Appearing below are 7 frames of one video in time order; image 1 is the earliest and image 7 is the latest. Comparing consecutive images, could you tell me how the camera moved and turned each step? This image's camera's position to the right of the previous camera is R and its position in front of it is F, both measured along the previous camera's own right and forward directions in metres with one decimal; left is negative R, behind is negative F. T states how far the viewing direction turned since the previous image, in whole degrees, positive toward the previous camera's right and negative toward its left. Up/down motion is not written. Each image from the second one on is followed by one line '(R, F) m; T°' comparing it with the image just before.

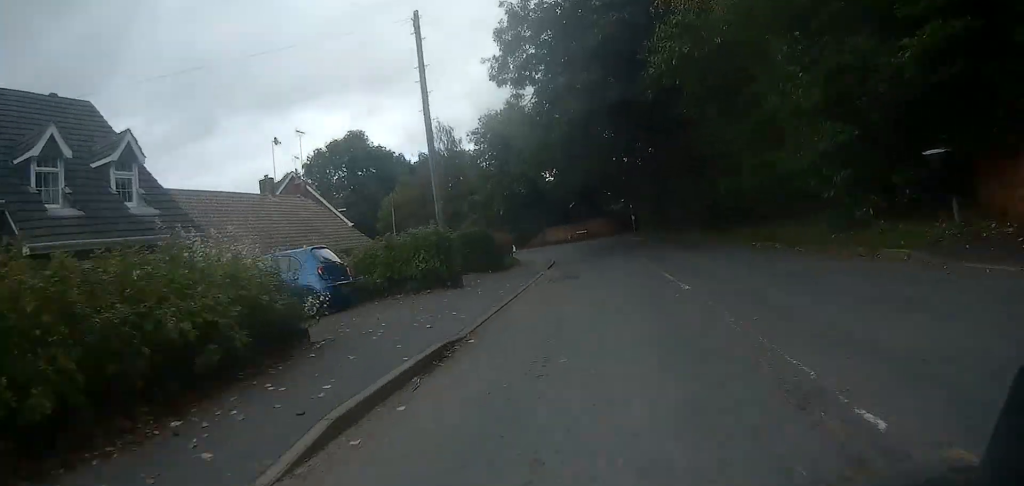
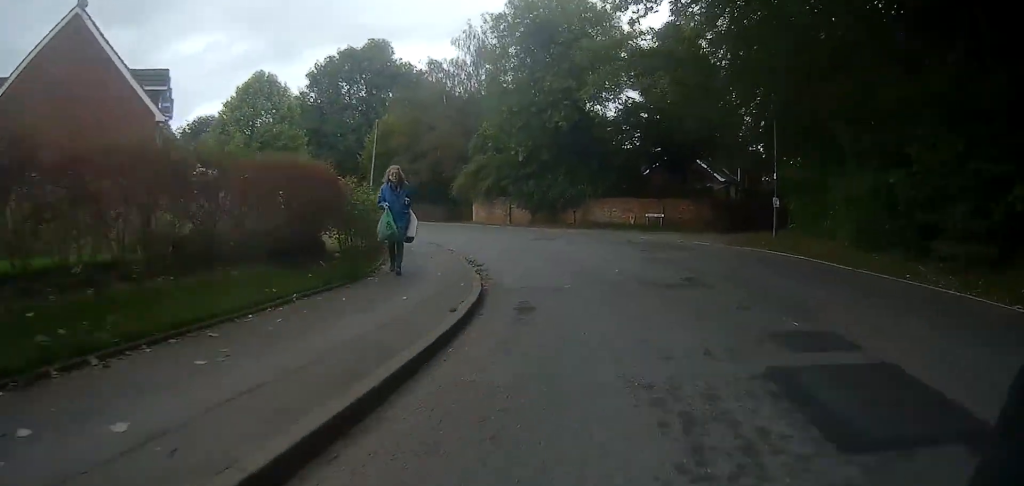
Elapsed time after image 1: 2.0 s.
(-2.2, +26.0) m; -11°
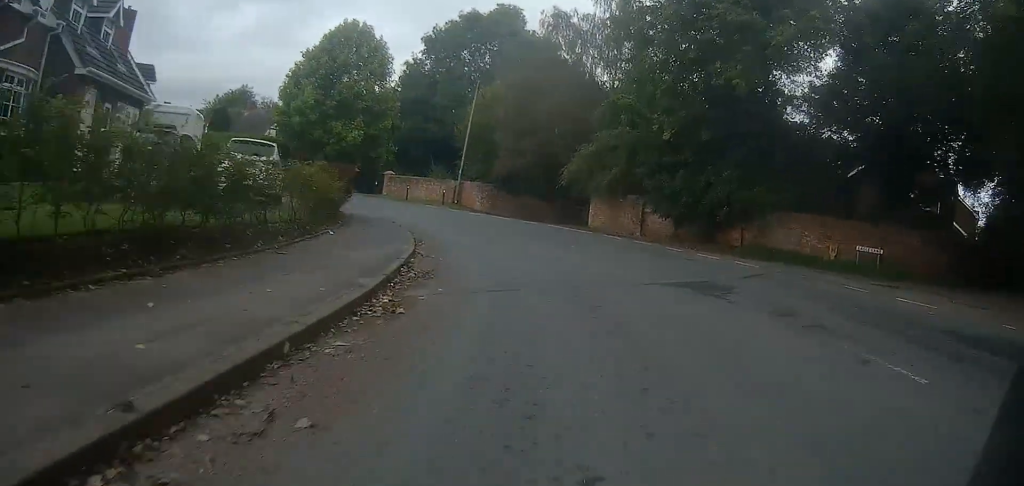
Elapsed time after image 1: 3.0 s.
(-1.0, +12.9) m; -11°
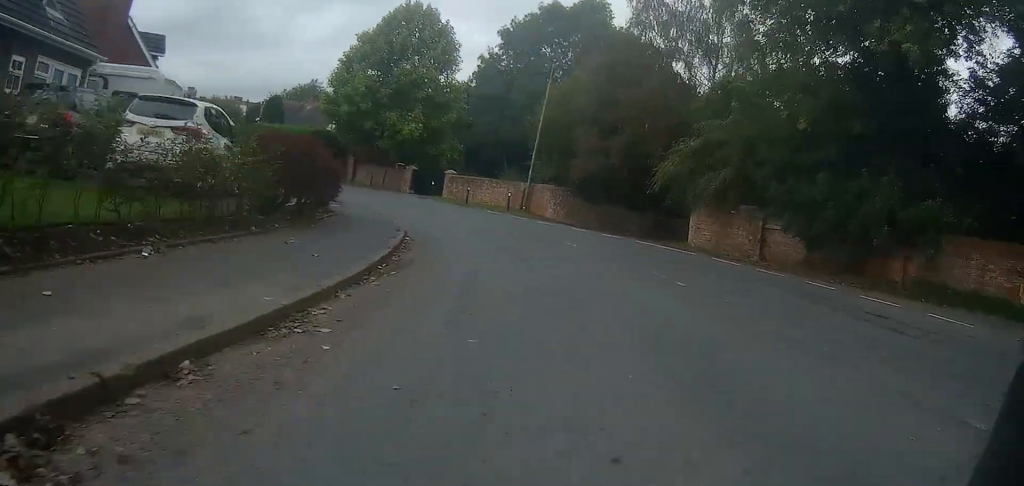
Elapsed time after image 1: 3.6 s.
(-0.6, +6.2) m; -8°
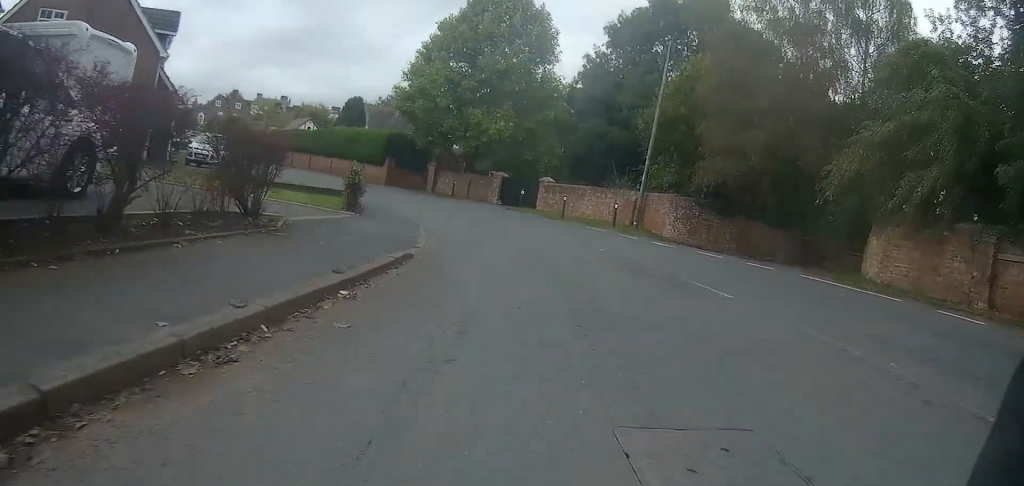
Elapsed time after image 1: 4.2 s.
(-0.4, +6.7) m; -9°
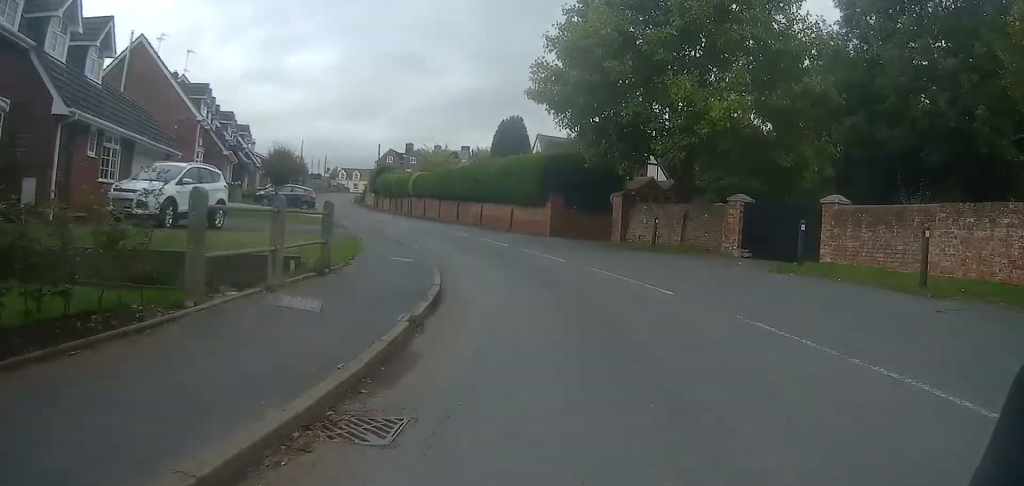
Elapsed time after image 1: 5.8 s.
(-3.1, +15.7) m; -25°
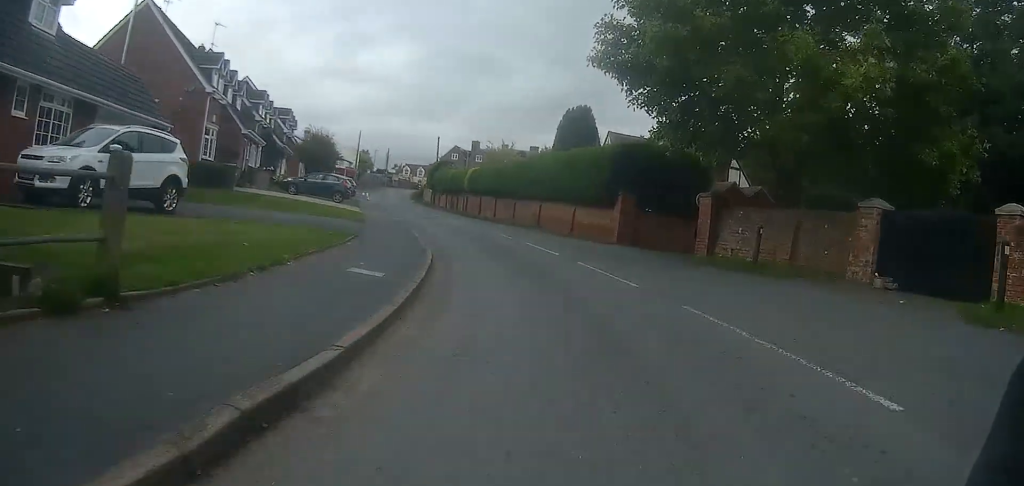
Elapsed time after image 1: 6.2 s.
(-0.4, +5.2) m; -7°
